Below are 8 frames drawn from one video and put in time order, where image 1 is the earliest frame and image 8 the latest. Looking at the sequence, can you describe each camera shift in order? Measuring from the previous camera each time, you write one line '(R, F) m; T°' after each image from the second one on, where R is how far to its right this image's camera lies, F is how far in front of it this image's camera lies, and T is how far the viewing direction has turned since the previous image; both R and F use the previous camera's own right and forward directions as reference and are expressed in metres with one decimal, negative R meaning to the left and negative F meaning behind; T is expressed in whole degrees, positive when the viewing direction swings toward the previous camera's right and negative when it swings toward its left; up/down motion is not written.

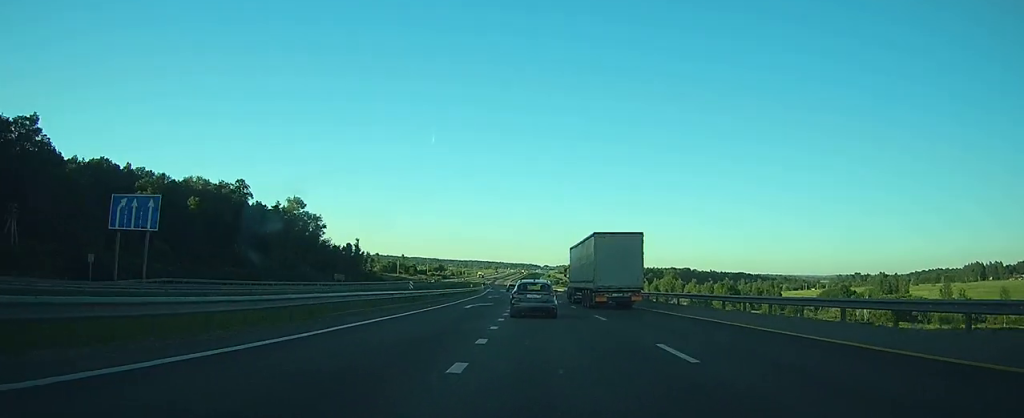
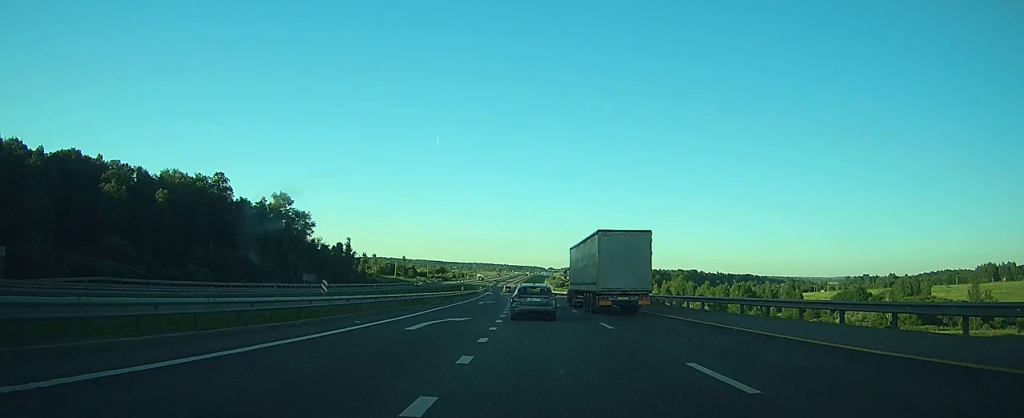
(0.0, +14.6) m; 0°
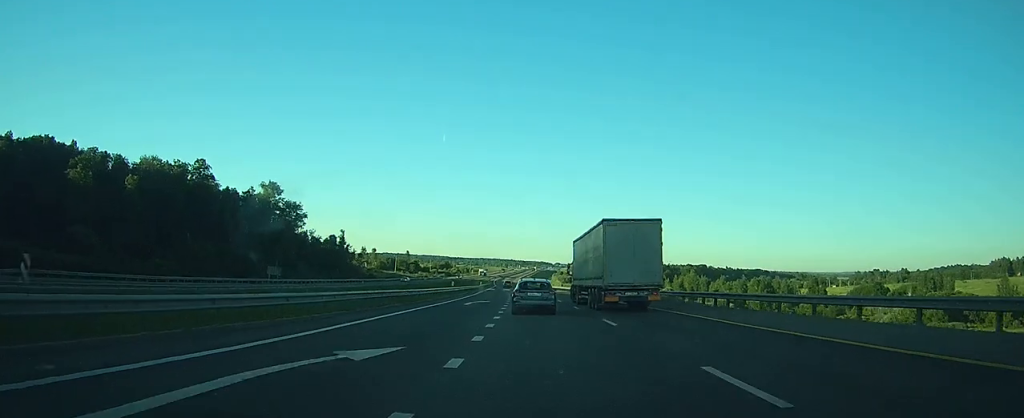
(0.0, +12.8) m; 0°
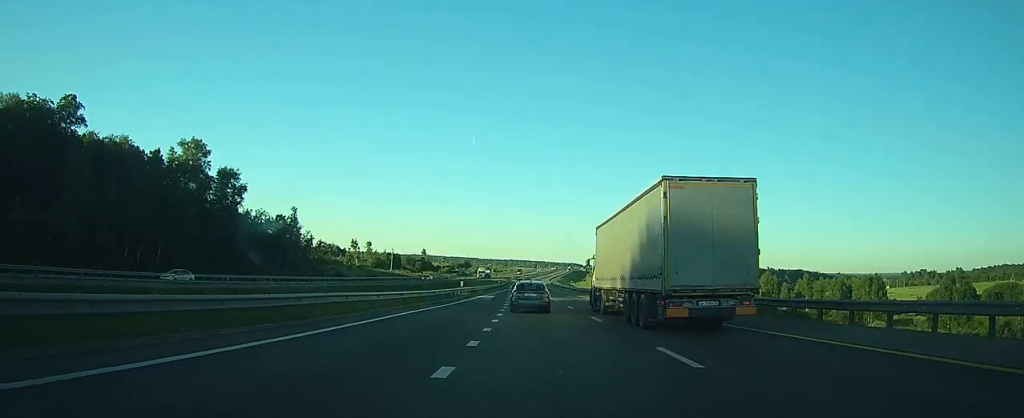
(-0.6, +56.5) m; -3°
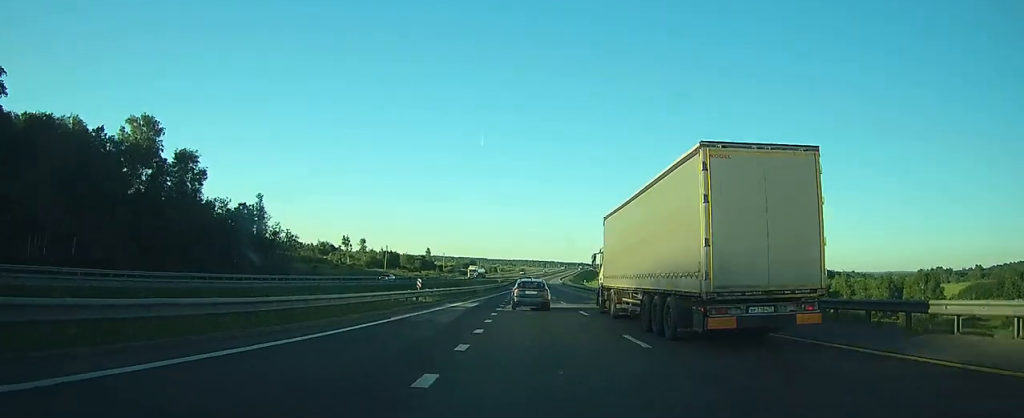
(-0.4, +20.6) m; -1°
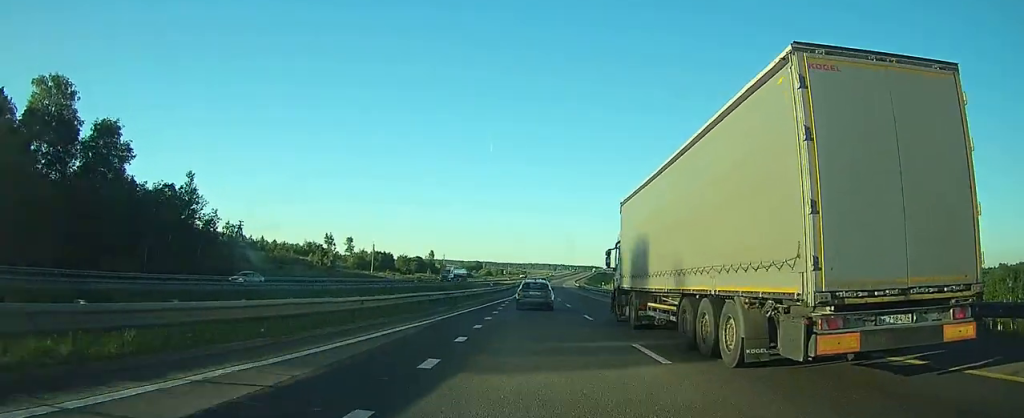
(-0.4, +26.3) m; -1°
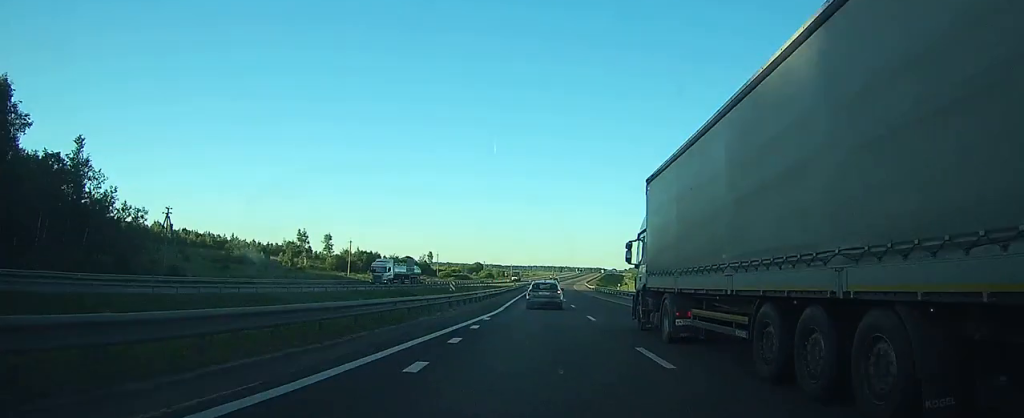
(0.0, +24.5) m; 0°
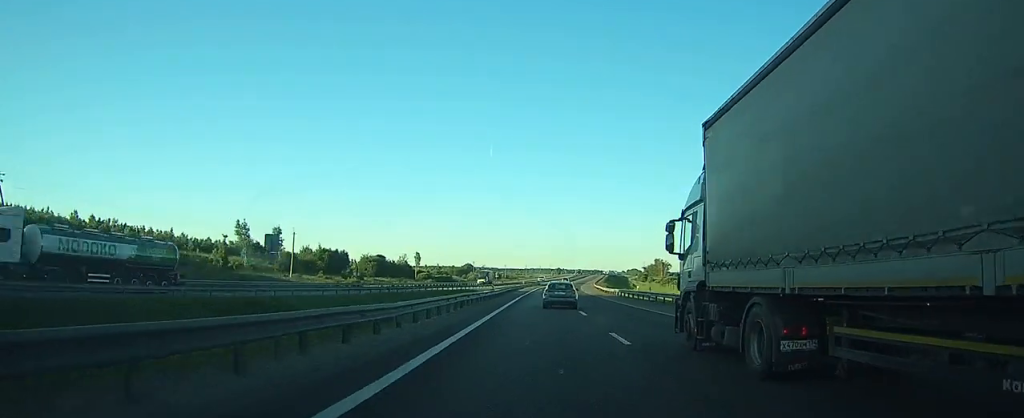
(0.0, +32.1) m; 0°
